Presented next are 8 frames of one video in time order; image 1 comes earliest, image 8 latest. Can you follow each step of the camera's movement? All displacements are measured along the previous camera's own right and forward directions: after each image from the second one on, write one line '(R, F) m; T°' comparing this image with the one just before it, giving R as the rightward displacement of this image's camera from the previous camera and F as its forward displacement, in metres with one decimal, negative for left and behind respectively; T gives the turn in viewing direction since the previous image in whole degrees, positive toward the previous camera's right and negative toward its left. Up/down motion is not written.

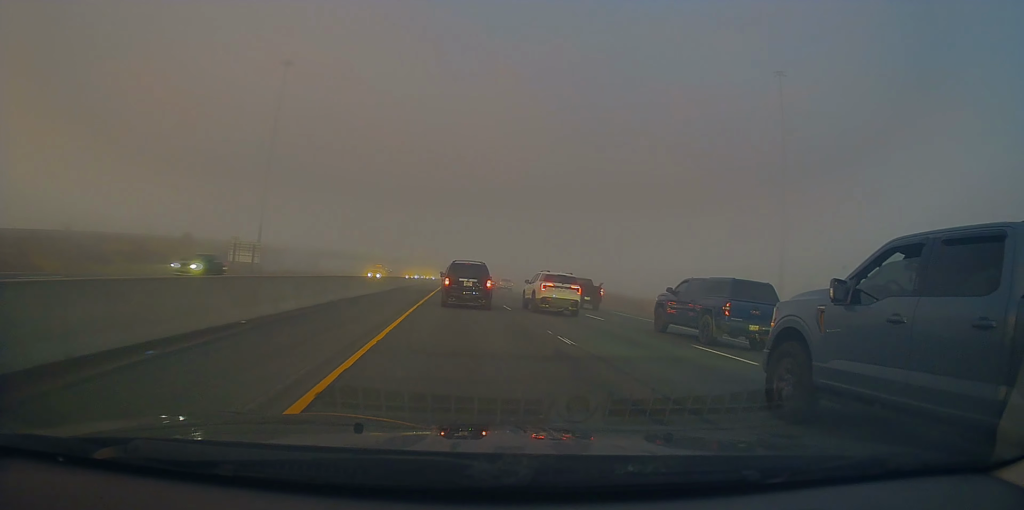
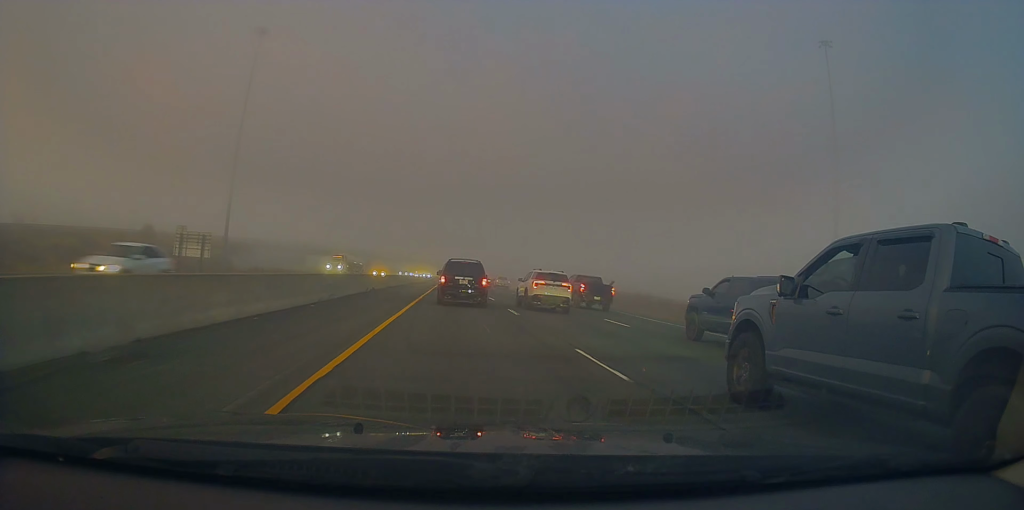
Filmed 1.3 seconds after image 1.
(-0.2, +16.7) m; 0°
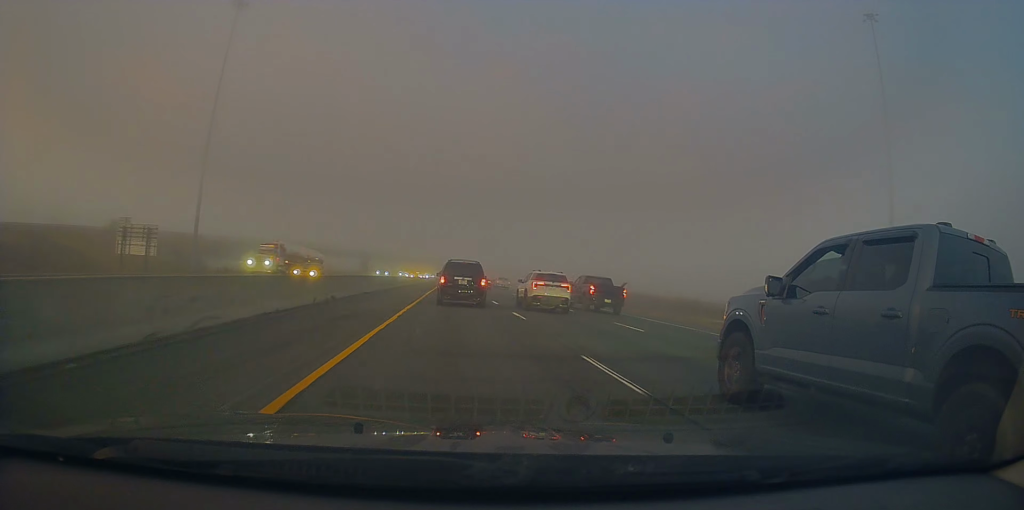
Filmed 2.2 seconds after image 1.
(+0.1, +11.6) m; +1°
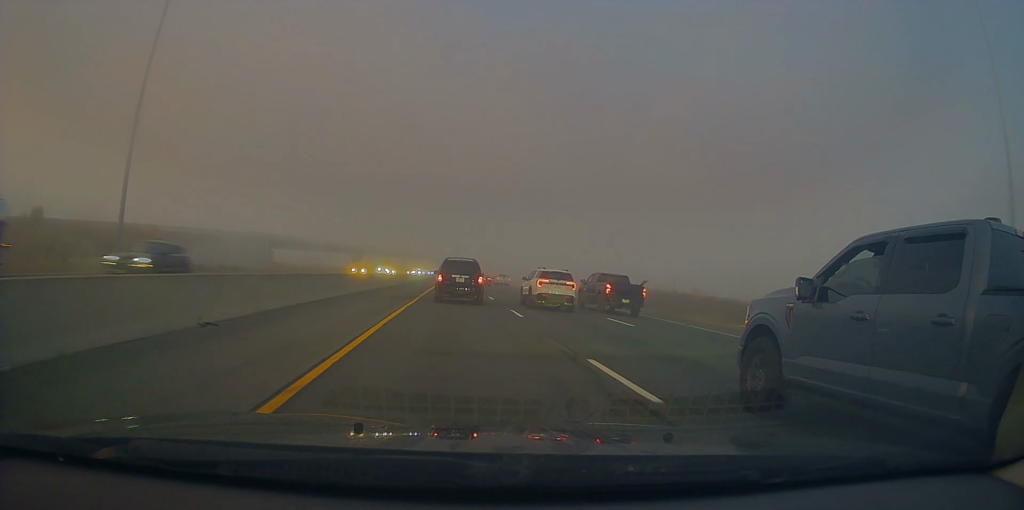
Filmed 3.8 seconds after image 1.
(+0.1, +22.1) m; 0°
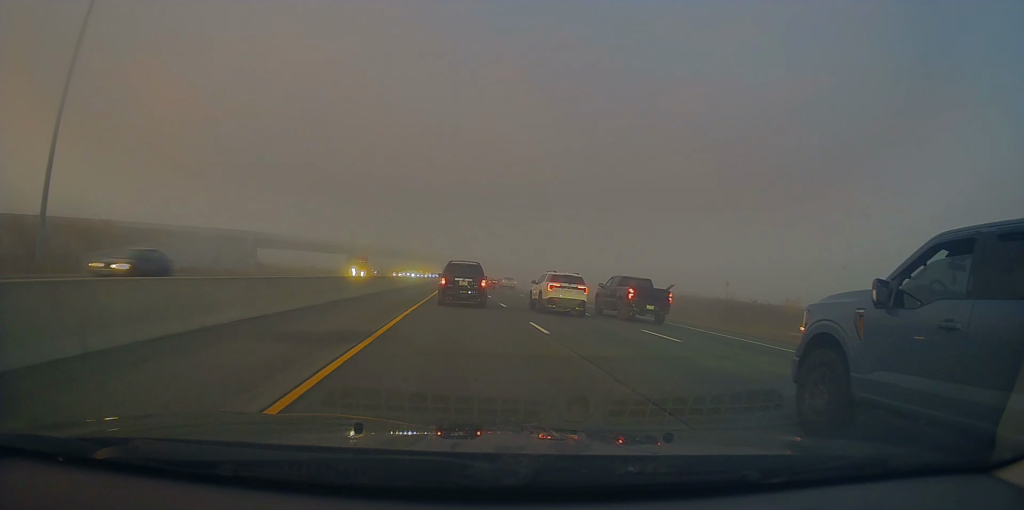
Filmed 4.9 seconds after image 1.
(-0.1, +14.4) m; 0°
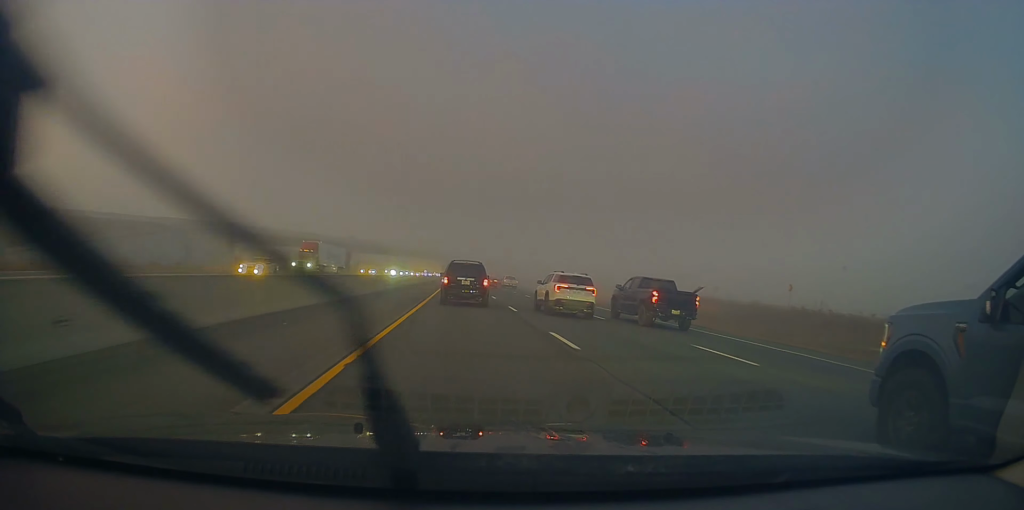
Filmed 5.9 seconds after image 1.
(0.0, +13.2) m; +1°
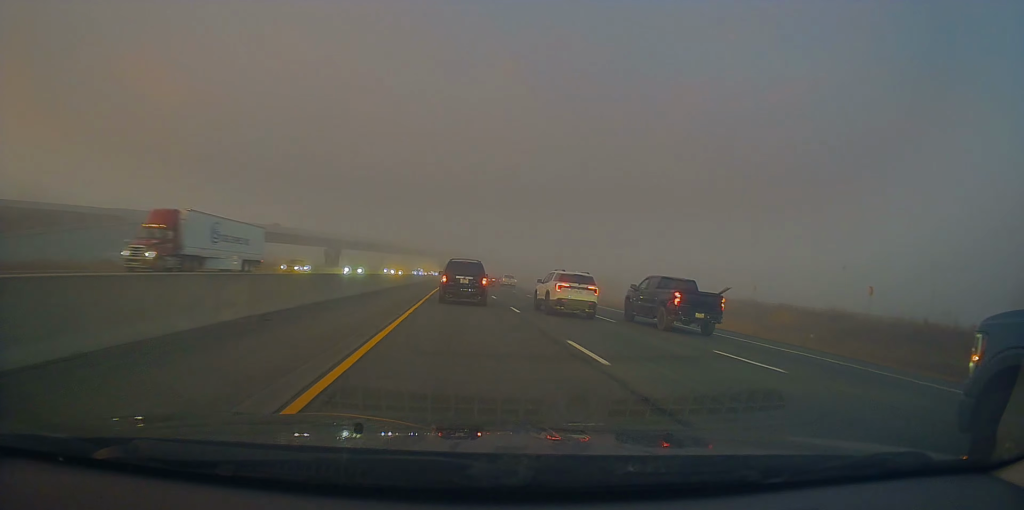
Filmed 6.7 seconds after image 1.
(+0.4, +12.5) m; -2°
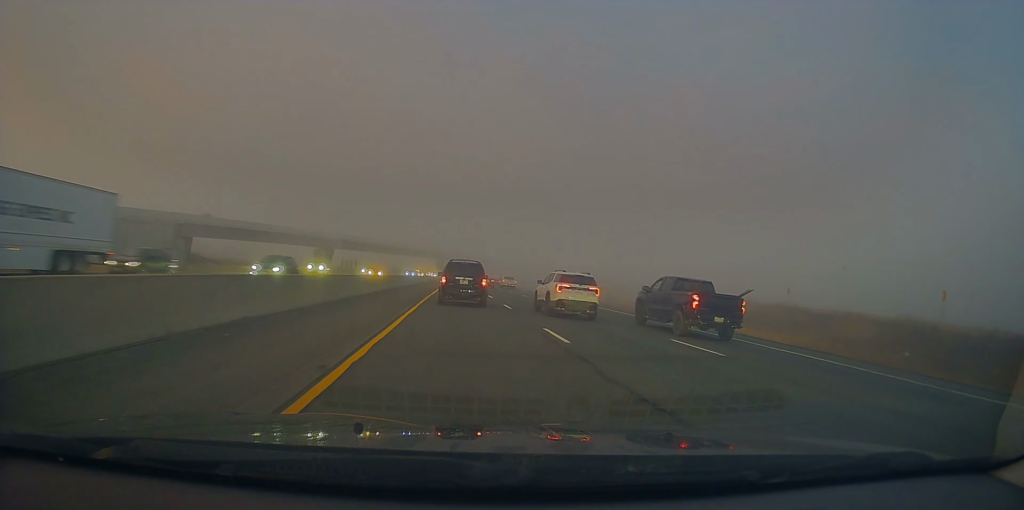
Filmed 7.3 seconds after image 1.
(-0.4, +8.5) m; -1°
